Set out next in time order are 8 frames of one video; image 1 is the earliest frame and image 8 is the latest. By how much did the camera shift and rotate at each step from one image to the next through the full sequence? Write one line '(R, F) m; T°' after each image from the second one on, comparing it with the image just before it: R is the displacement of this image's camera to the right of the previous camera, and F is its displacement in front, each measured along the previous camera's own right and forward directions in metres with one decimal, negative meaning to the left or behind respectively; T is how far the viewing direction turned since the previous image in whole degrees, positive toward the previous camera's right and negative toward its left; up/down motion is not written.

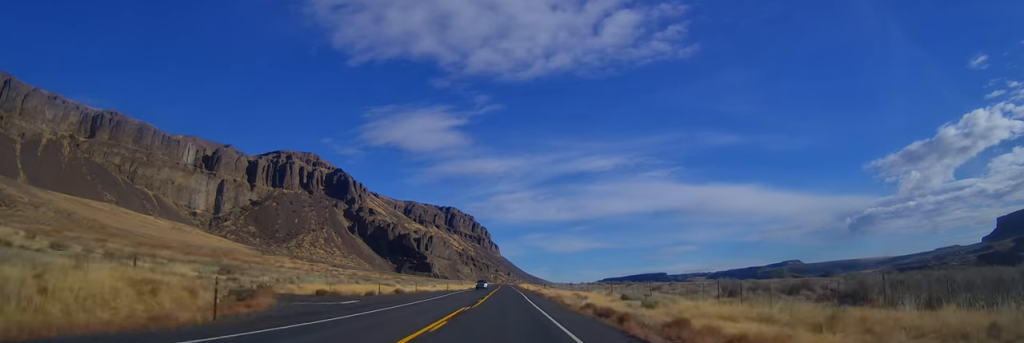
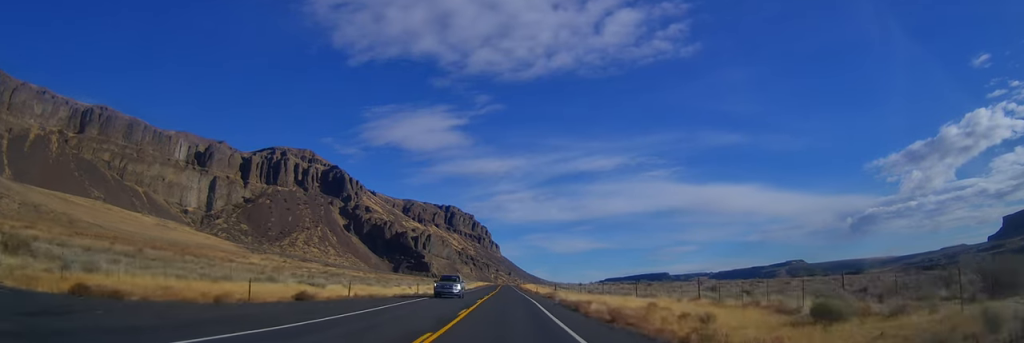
(0.0, +28.9) m; 0°
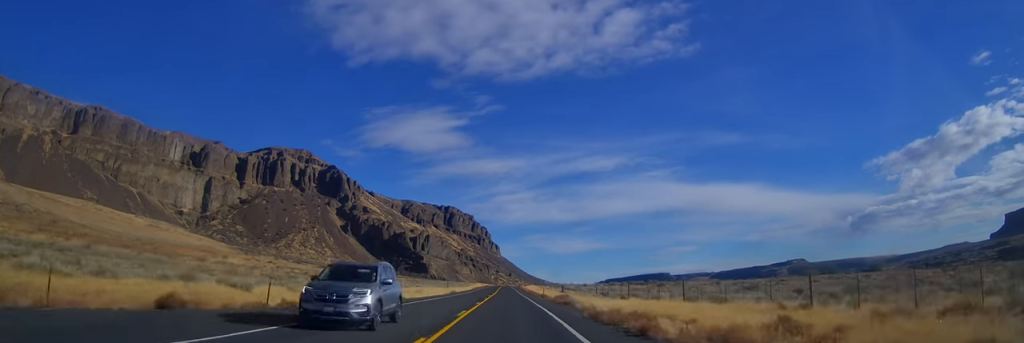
(-0.2, +13.5) m; 0°
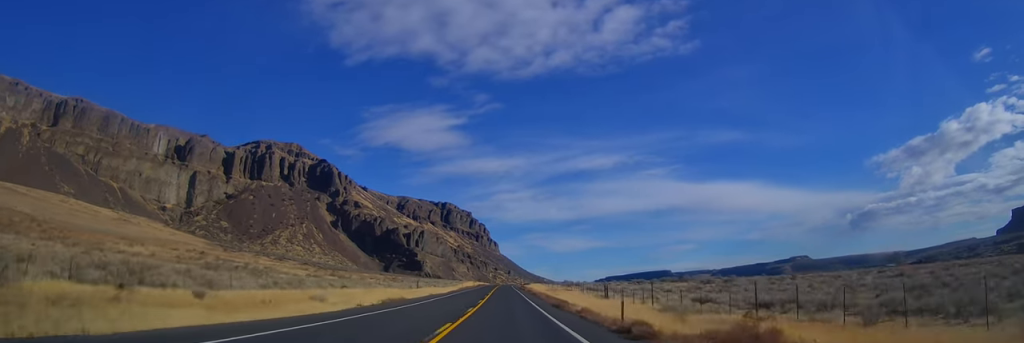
(-0.1, +43.3) m; 0°
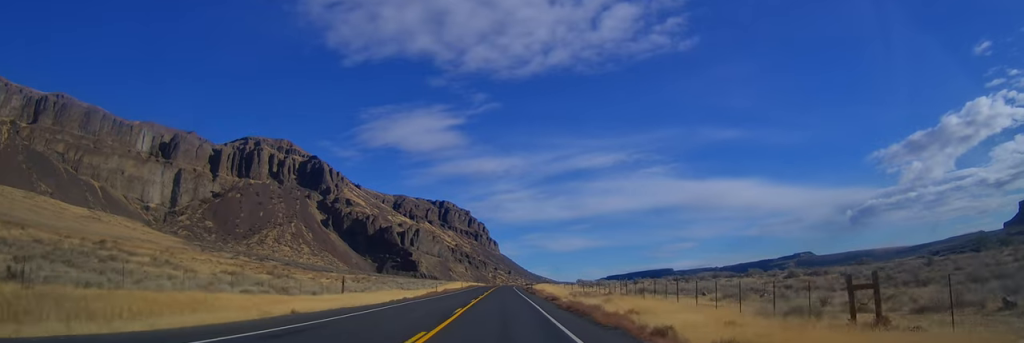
(+0.5, +40.4) m; +1°
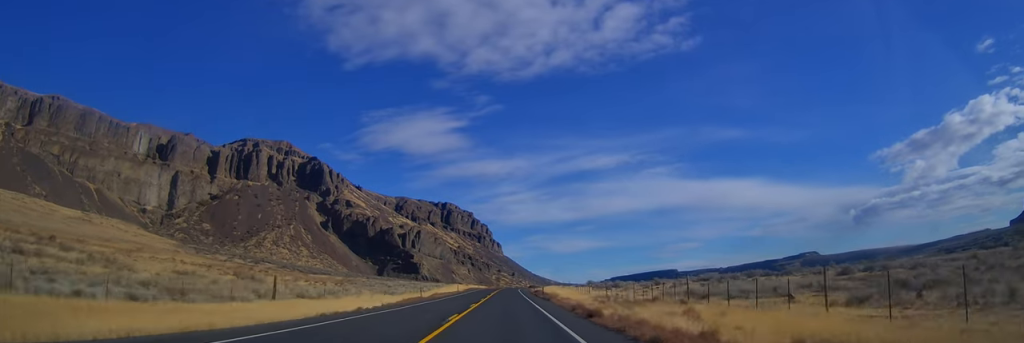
(-0.1, +15.4) m; 0°
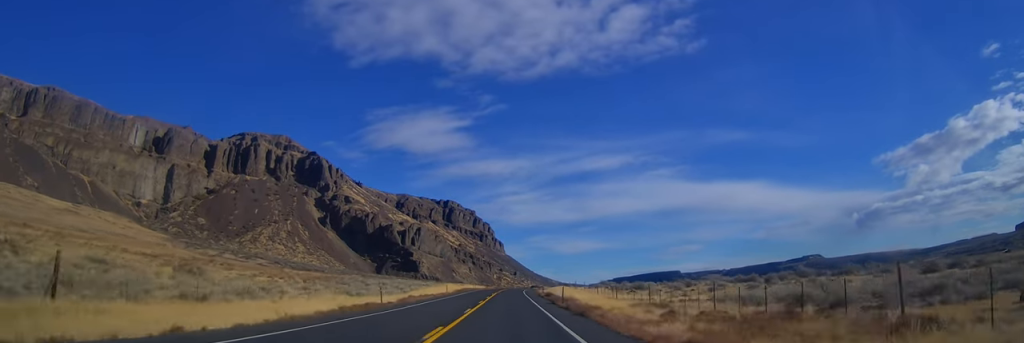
(-0.3, +18.3) m; -1°
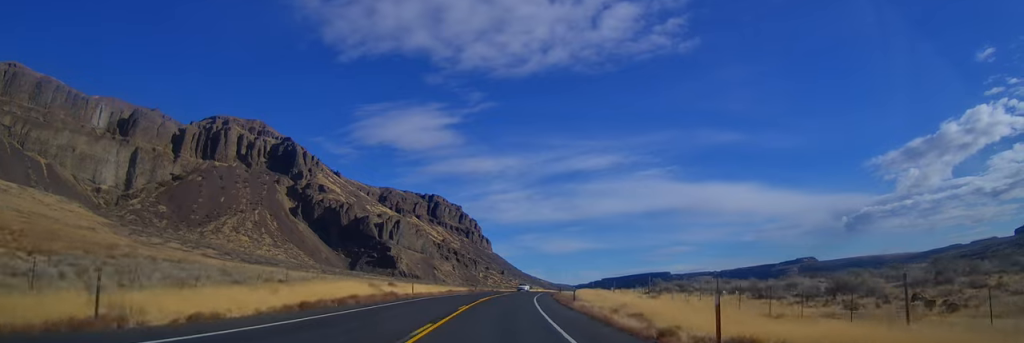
(0.0, +60.8) m; 0°
